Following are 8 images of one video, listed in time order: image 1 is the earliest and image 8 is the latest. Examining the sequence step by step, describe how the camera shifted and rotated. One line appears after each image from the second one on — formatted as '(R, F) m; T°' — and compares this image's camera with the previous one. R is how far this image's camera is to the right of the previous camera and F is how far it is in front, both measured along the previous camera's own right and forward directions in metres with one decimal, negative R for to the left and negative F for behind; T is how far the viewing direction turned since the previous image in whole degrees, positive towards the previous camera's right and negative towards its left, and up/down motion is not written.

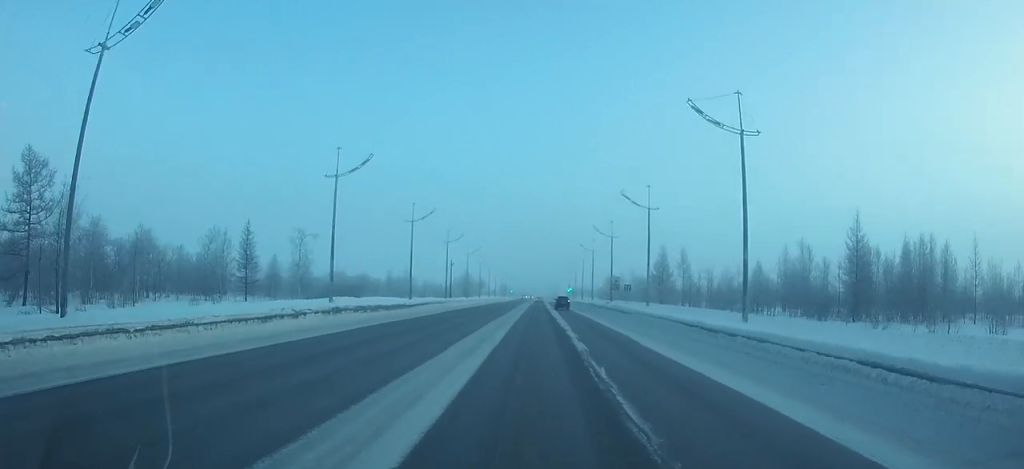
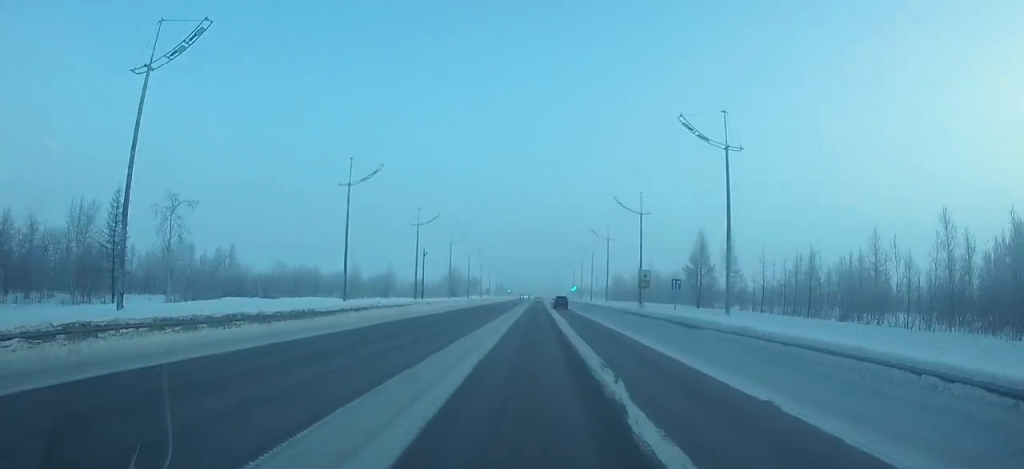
(0.0, +21.8) m; 0°
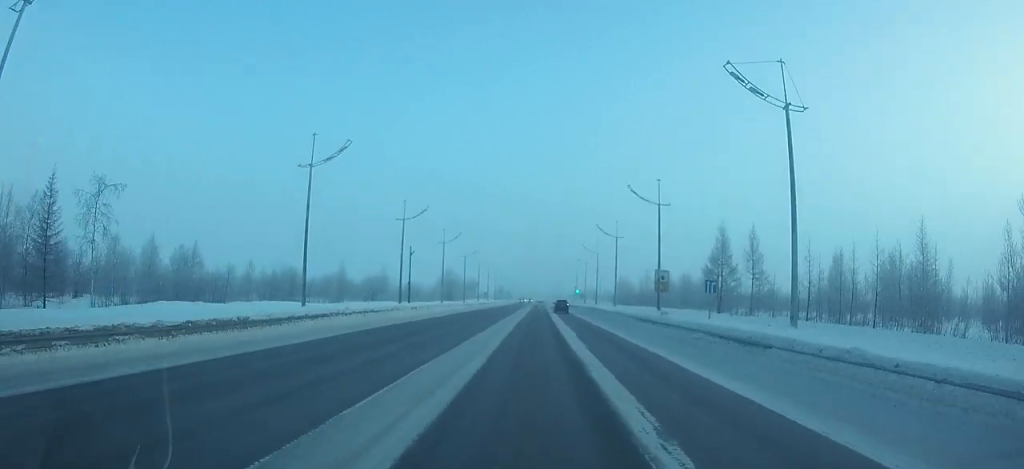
(0.0, +7.8) m; 0°
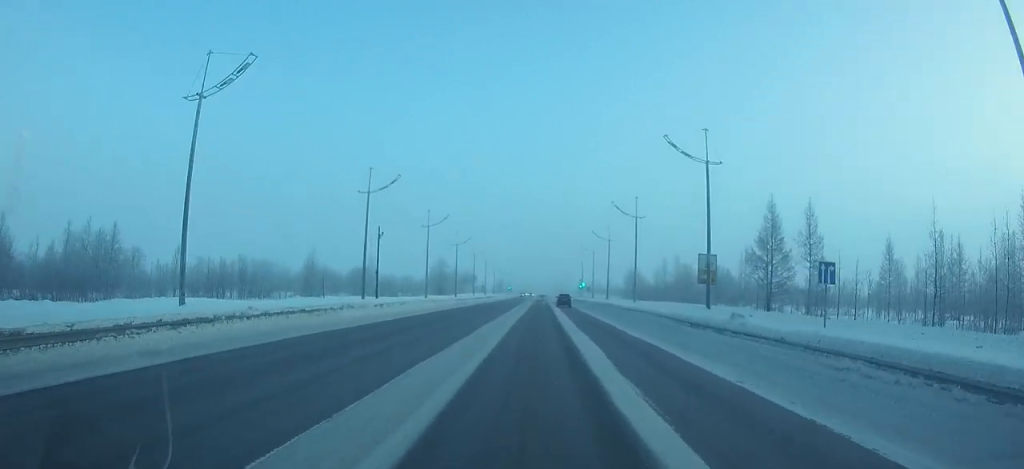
(0.0, +13.2) m; 0°
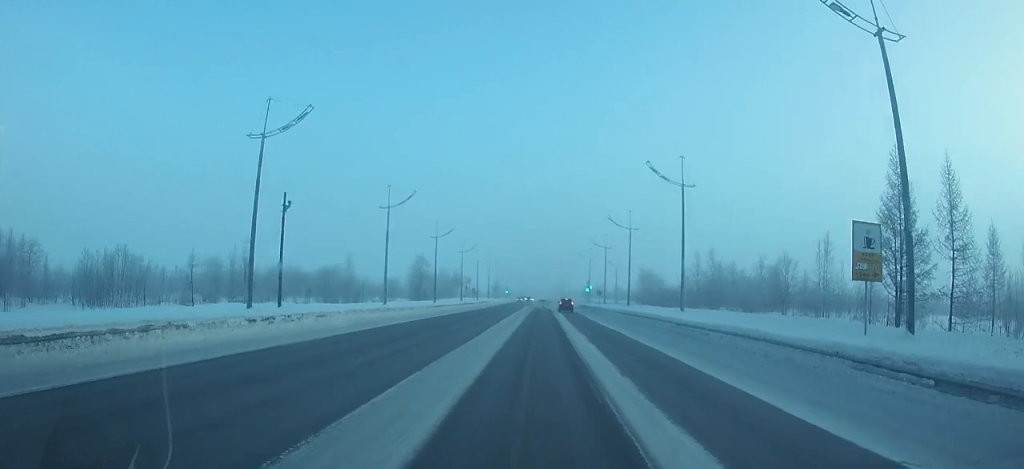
(0.0, +19.2) m; 0°
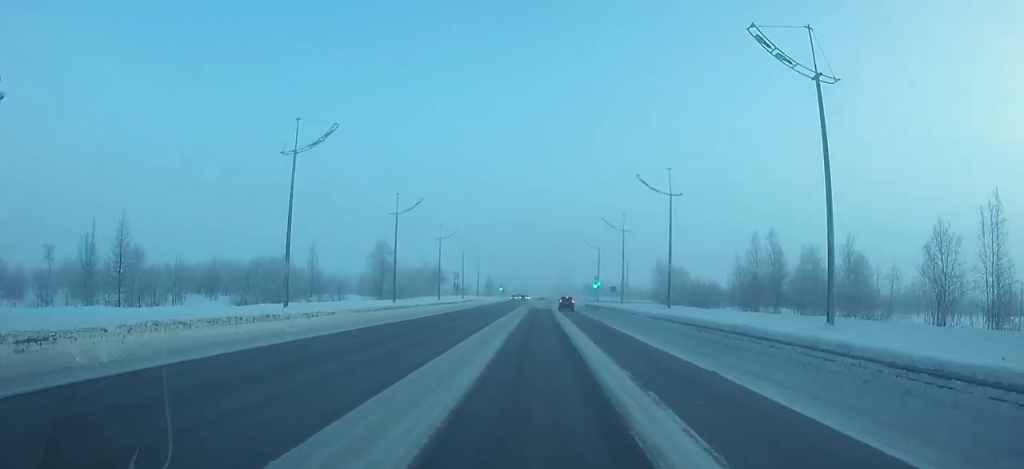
(+0.1, +20.8) m; 0°
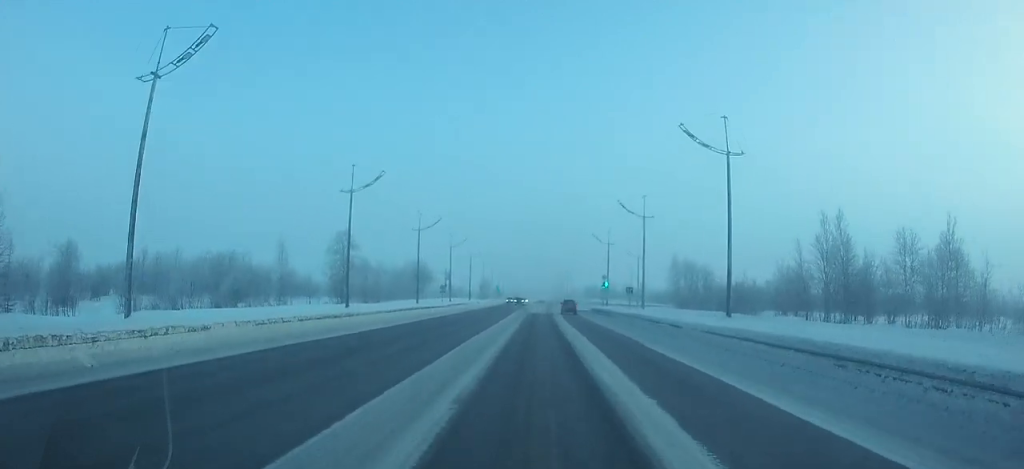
(0.0, +13.9) m; 0°
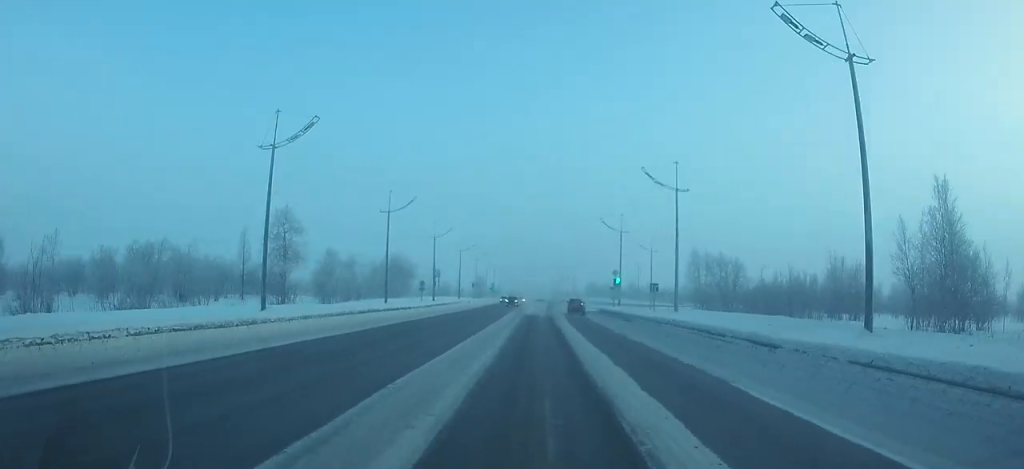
(0.0, +13.4) m; 0°
